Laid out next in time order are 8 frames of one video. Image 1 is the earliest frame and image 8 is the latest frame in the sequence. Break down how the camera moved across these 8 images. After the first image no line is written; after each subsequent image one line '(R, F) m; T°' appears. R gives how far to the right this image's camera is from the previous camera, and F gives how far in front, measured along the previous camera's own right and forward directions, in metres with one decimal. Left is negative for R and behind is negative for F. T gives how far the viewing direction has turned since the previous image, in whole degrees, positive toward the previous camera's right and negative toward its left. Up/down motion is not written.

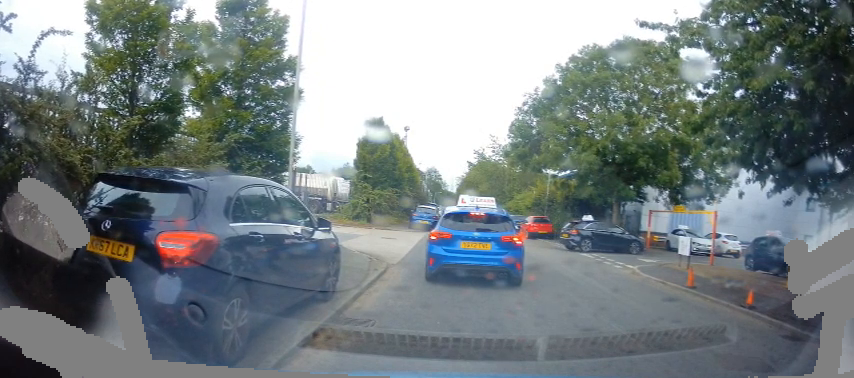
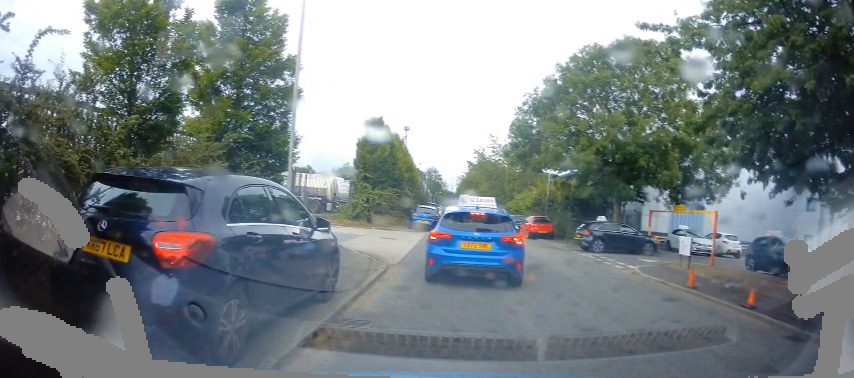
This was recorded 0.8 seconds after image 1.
(0.0, +0.1) m; 0°
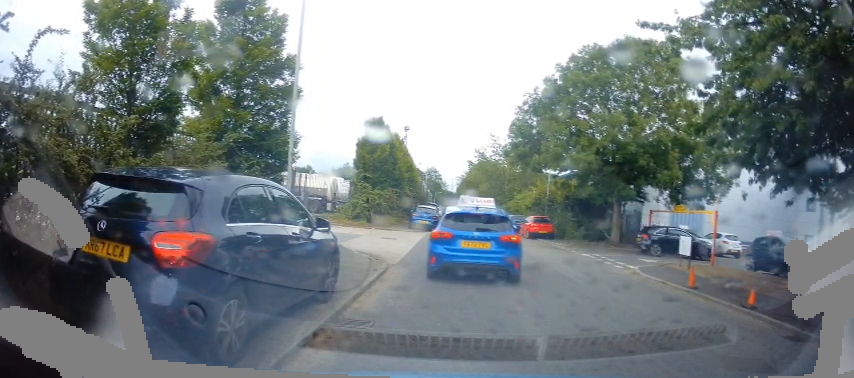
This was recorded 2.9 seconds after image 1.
(0.0, +0.2) m; 0°
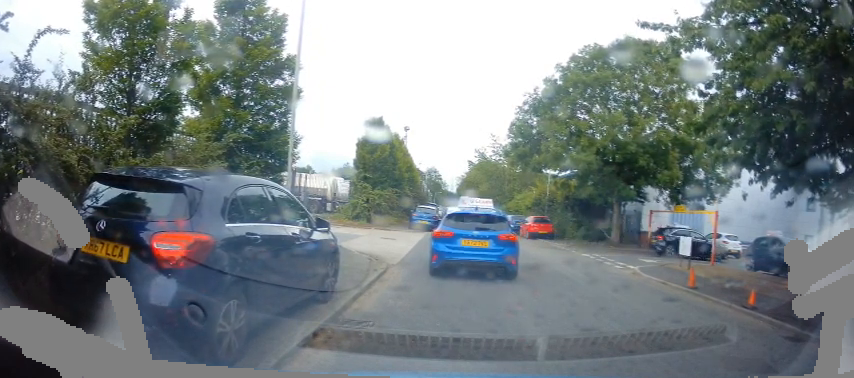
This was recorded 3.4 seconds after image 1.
(0.0, 0.0) m; 0°
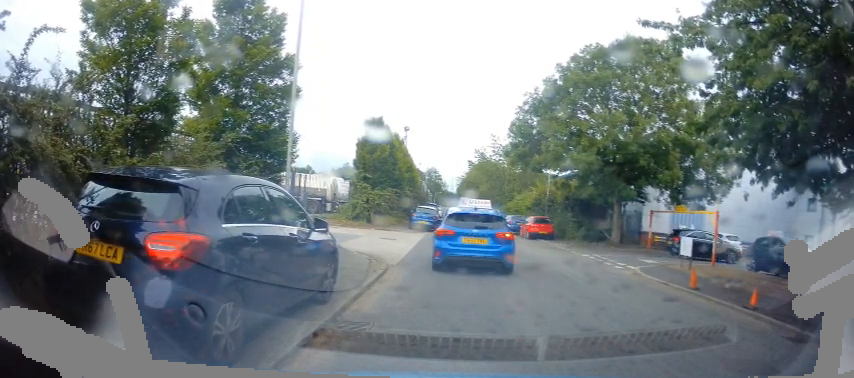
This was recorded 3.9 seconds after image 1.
(0.0, 0.0) m; 0°
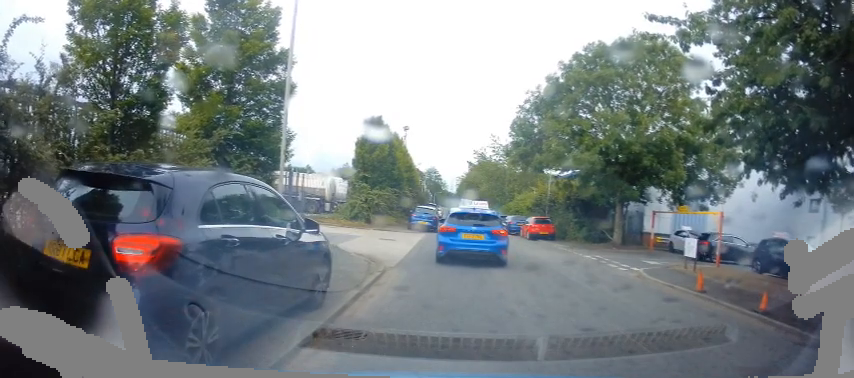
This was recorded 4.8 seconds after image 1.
(-0.2, +0.2) m; 0°
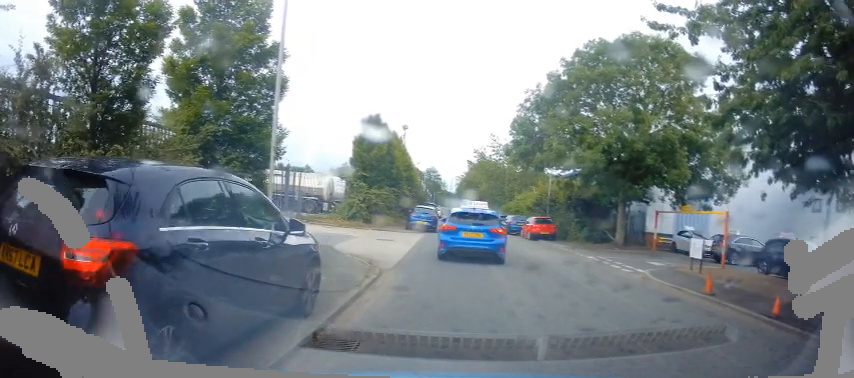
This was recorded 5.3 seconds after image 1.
(-0.2, +0.4) m; 0°
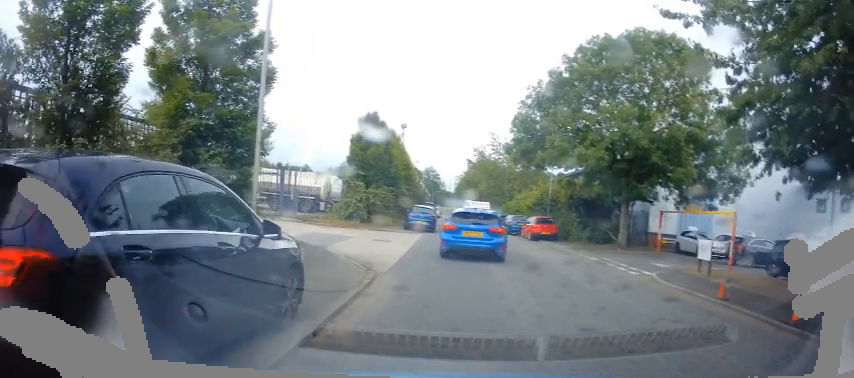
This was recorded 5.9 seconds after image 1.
(-0.2, +0.4) m; 0°
